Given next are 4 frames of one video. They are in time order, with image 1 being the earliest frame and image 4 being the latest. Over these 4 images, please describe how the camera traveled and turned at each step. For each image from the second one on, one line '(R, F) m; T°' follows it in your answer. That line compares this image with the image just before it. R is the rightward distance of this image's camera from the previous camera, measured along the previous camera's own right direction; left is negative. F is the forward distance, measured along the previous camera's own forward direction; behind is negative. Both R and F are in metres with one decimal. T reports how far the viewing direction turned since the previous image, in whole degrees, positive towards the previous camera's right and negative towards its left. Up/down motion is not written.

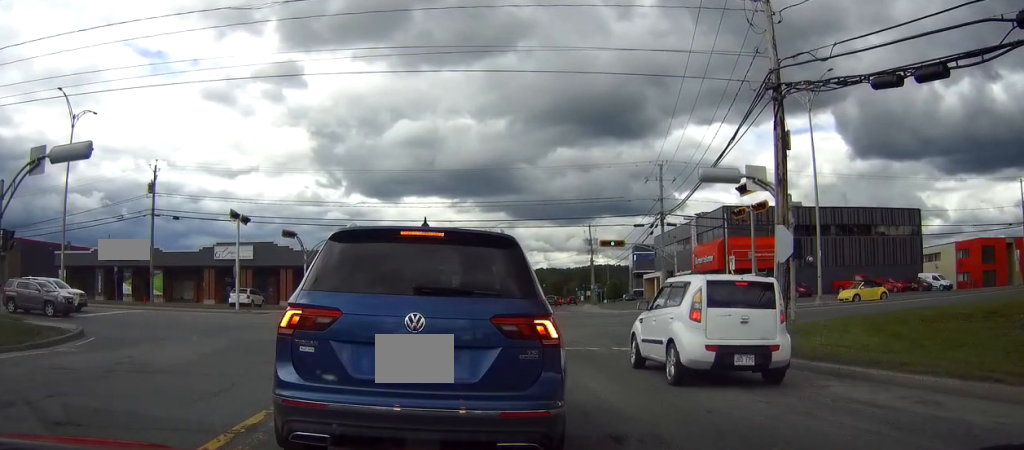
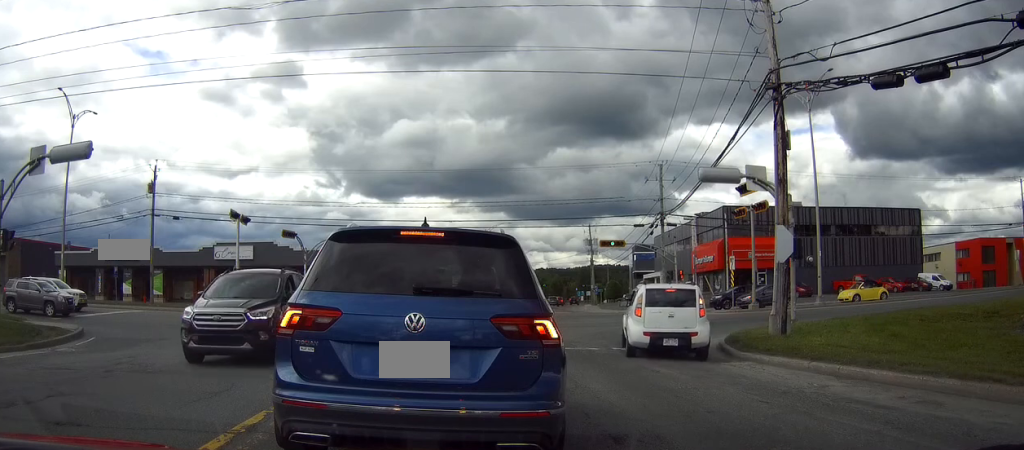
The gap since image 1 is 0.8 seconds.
(0.0, 0.0) m; 0°
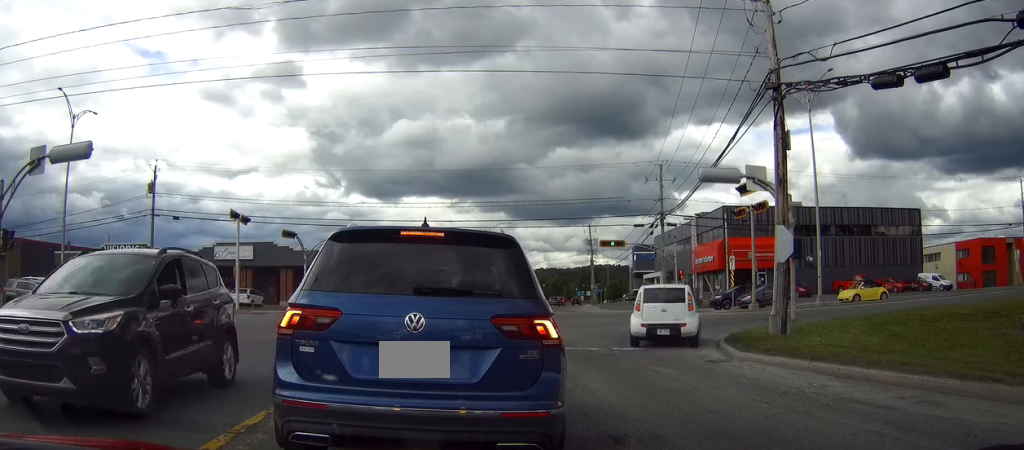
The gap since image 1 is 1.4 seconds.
(0.0, 0.0) m; 0°
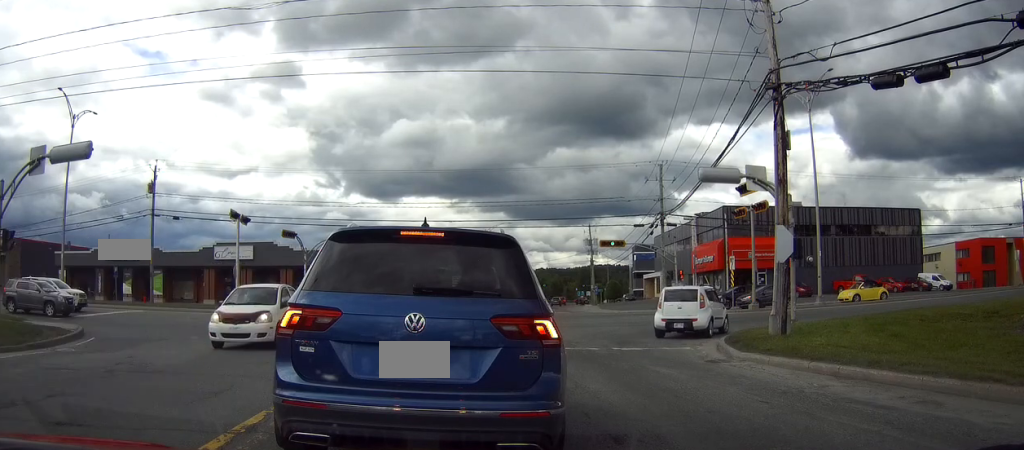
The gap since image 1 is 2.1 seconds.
(0.0, 0.0) m; 0°
